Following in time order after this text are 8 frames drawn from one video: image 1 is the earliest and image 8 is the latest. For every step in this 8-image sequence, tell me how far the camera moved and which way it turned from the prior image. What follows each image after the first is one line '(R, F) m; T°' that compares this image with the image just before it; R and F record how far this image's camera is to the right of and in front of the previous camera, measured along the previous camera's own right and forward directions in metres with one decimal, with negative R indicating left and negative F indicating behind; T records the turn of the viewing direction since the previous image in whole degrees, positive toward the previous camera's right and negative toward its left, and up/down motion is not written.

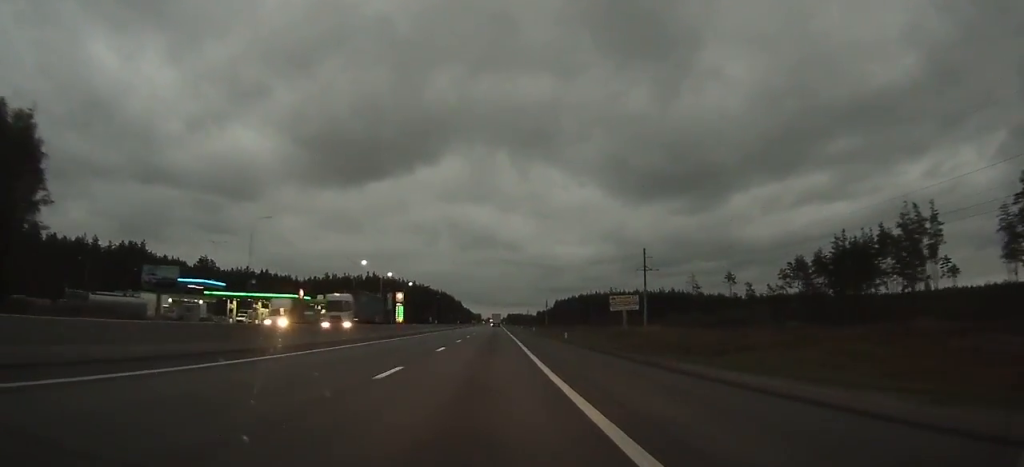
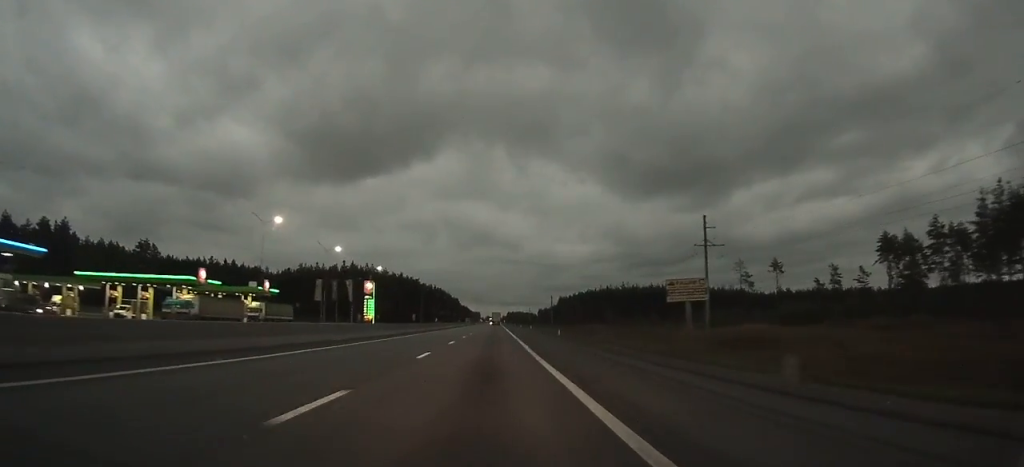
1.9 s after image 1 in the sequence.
(-0.1, +42.0) m; 0°
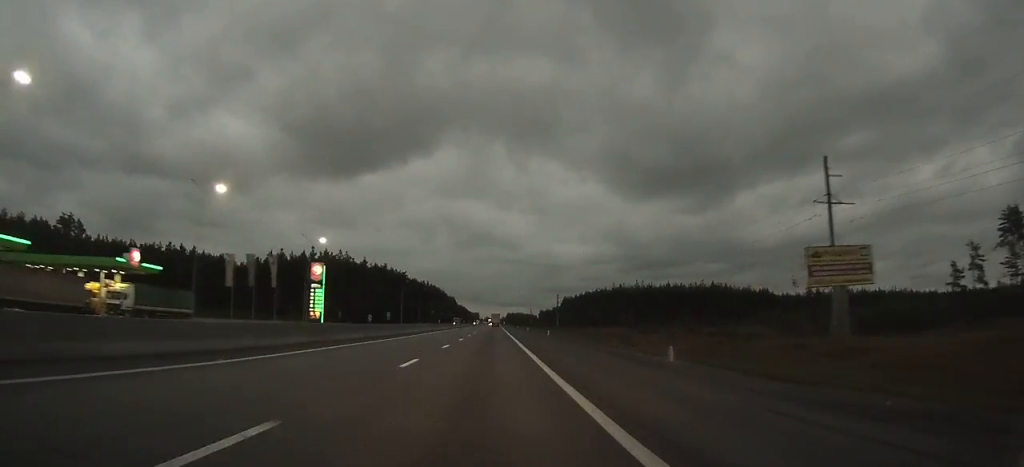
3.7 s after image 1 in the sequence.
(0.0, +39.1) m; 0°
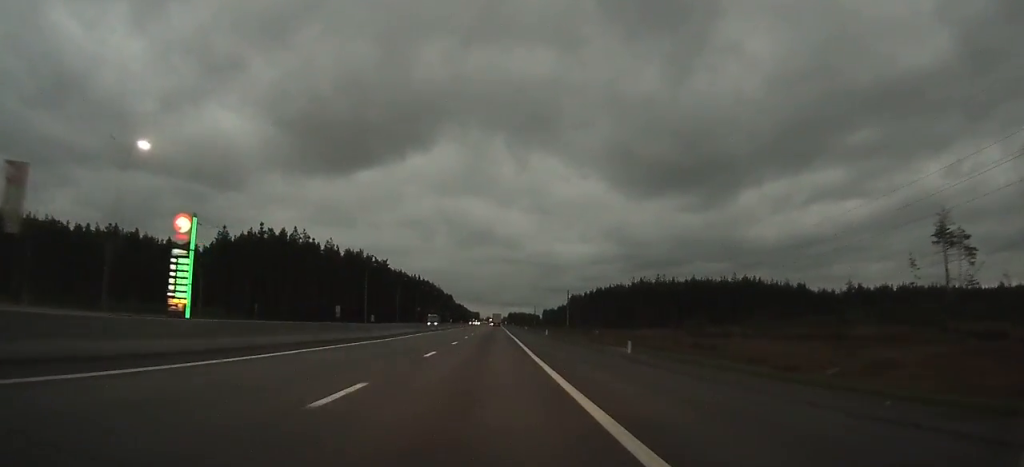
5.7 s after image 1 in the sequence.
(0.0, +43.6) m; 0°
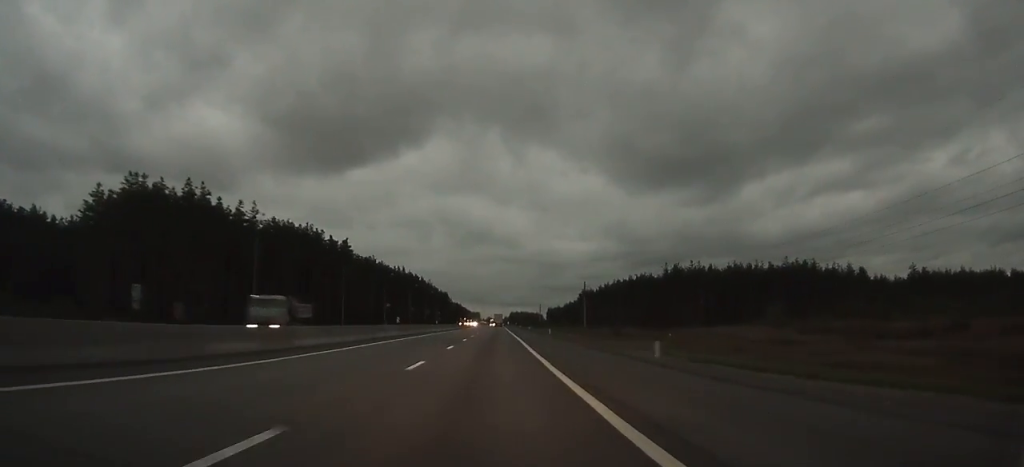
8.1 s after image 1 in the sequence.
(-0.1, +52.8) m; 0°
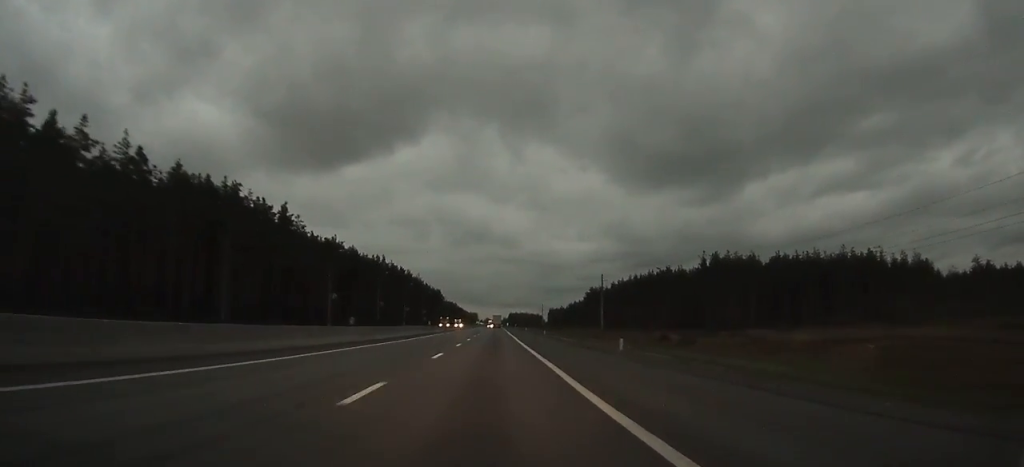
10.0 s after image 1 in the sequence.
(0.0, +41.7) m; 0°
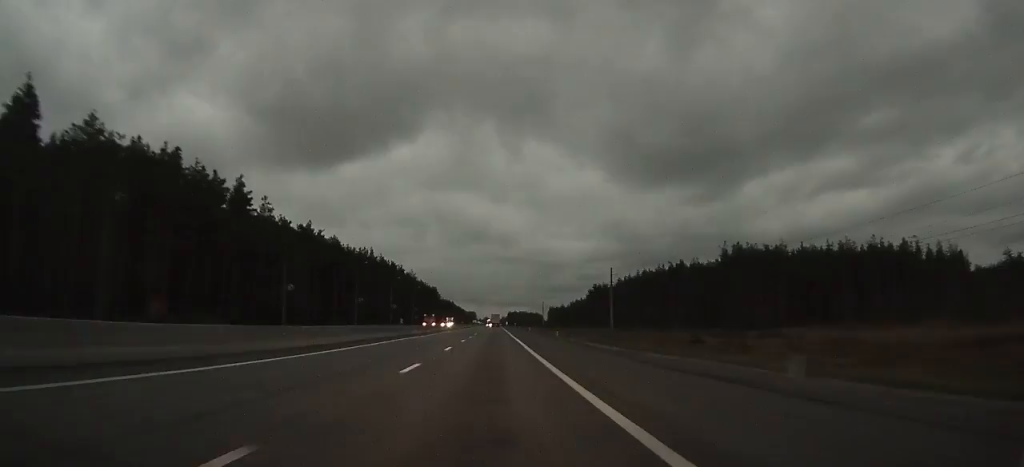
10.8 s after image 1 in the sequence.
(0.0, +18.1) m; 0°
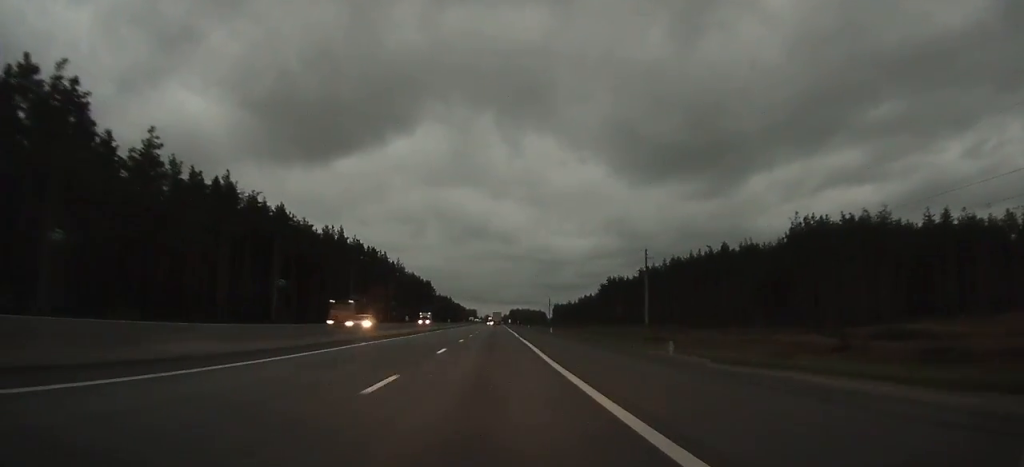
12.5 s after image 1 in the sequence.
(+0.1, +39.6) m; 0°
